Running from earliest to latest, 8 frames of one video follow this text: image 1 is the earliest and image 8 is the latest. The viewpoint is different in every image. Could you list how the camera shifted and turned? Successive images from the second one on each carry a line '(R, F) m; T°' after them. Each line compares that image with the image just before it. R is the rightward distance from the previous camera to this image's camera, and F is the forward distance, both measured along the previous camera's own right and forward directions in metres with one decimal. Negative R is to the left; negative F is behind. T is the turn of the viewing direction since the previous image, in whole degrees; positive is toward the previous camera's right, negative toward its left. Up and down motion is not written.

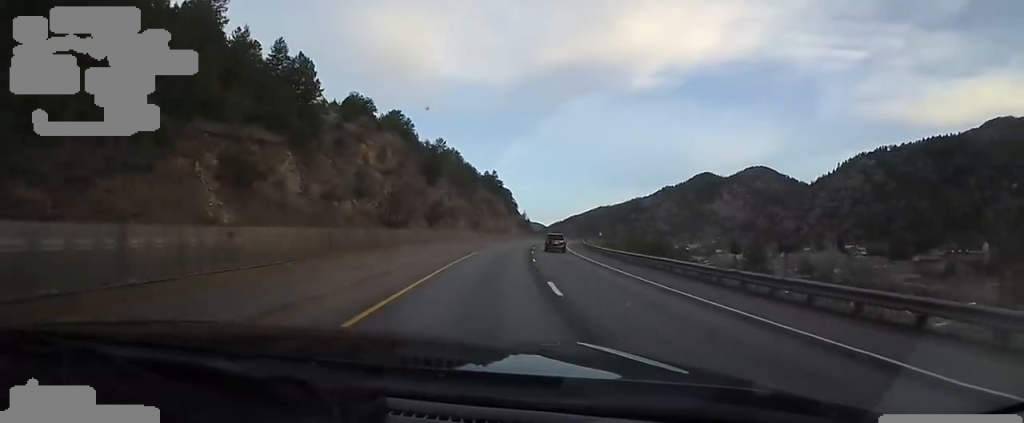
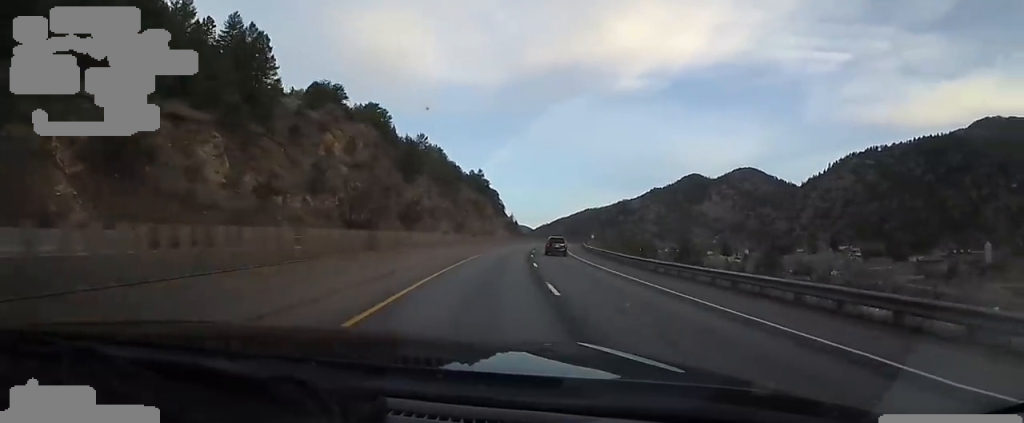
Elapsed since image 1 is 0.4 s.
(0.0, +12.7) m; +1°
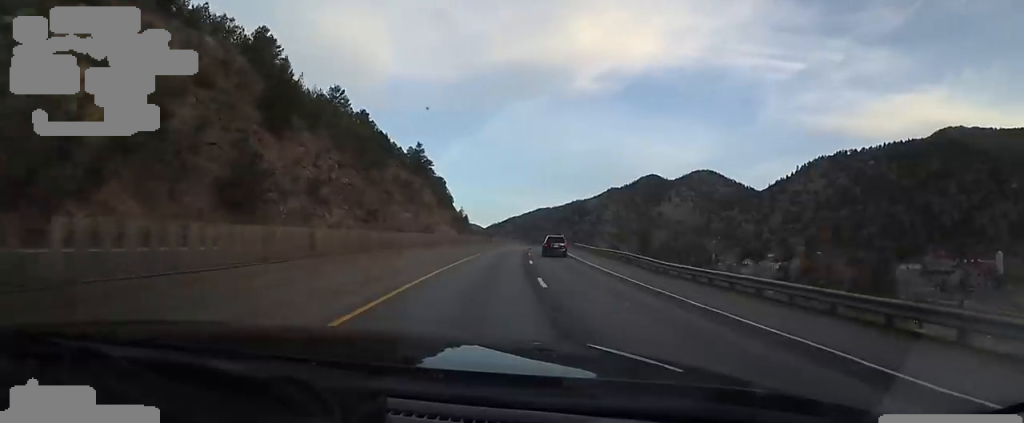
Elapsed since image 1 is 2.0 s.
(+2.2, +45.7) m; +5°
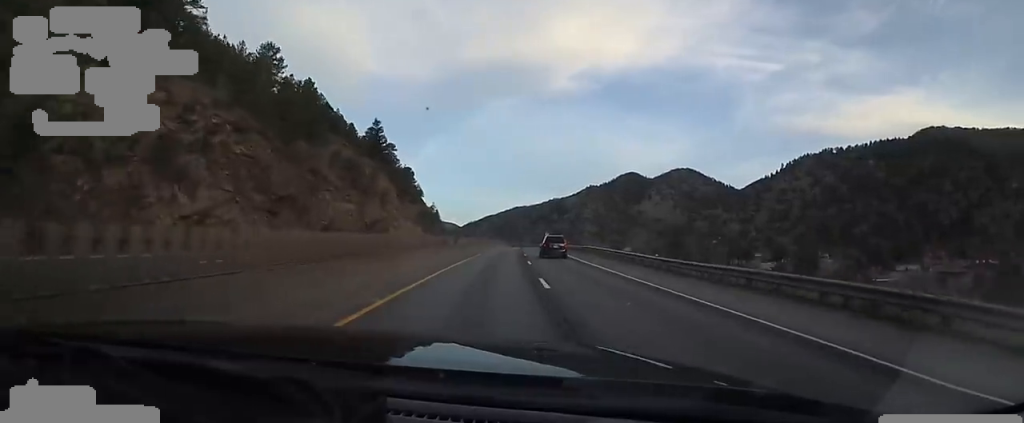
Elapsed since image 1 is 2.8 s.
(+0.9, +24.2) m; +4°
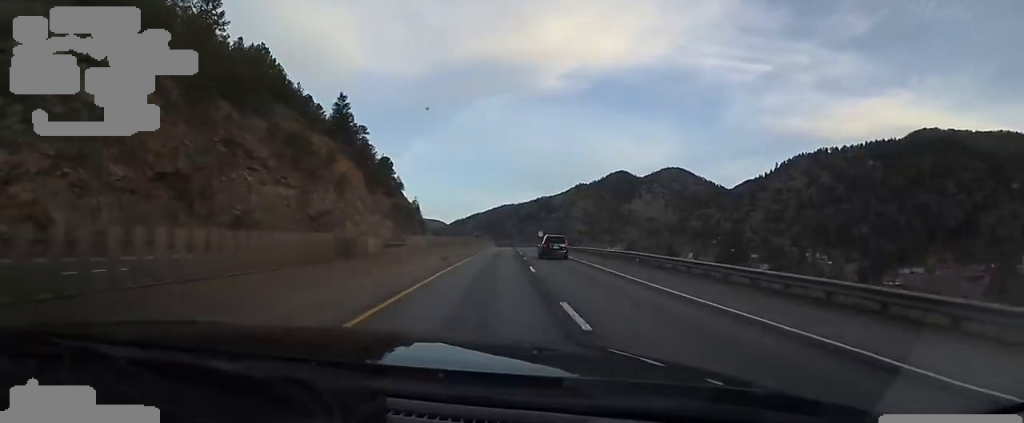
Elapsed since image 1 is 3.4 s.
(+0.5, +17.5) m; +3°
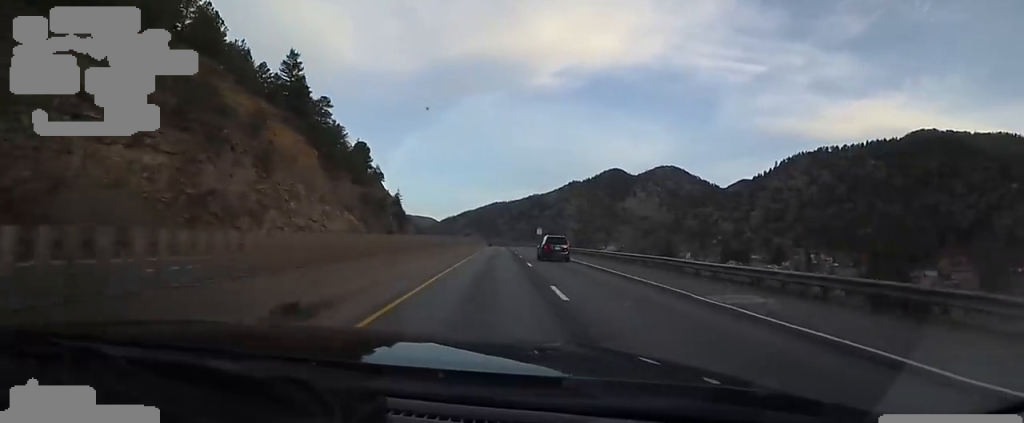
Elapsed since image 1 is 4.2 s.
(+0.7, +21.6) m; 0°
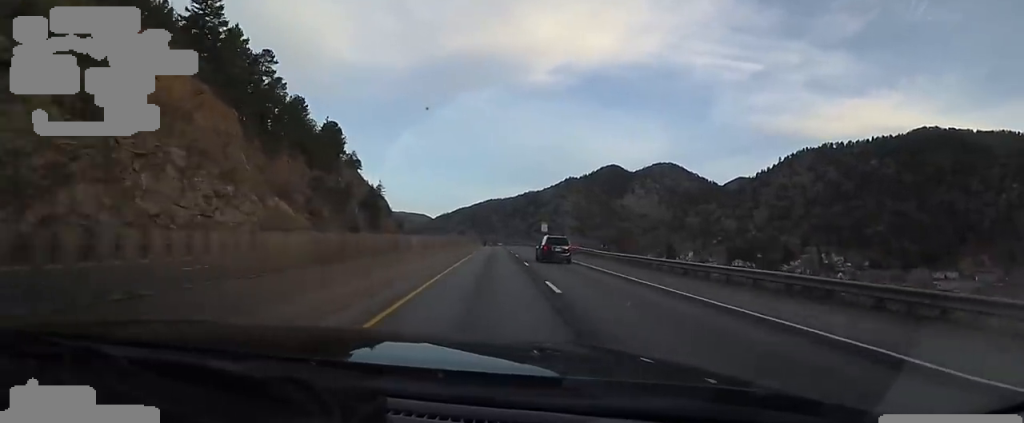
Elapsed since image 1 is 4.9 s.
(-0.5, +22.6) m; 0°
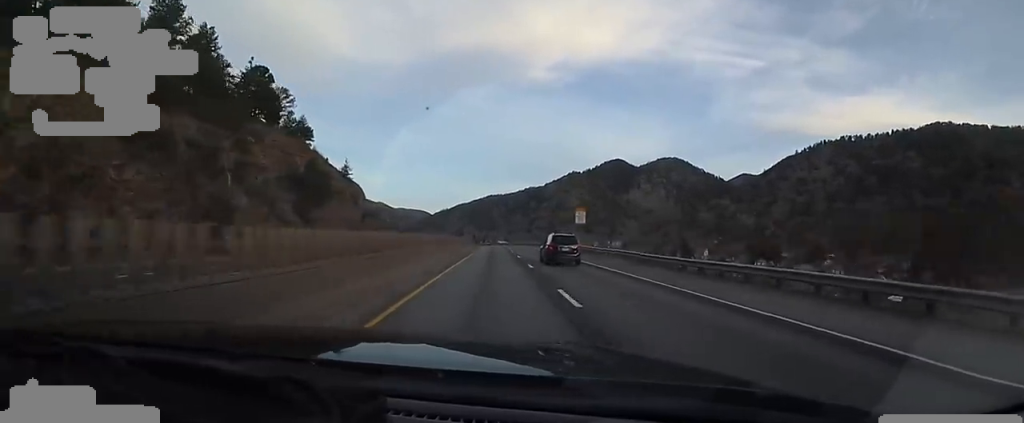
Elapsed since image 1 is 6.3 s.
(+0.6, +39.9) m; +2°
